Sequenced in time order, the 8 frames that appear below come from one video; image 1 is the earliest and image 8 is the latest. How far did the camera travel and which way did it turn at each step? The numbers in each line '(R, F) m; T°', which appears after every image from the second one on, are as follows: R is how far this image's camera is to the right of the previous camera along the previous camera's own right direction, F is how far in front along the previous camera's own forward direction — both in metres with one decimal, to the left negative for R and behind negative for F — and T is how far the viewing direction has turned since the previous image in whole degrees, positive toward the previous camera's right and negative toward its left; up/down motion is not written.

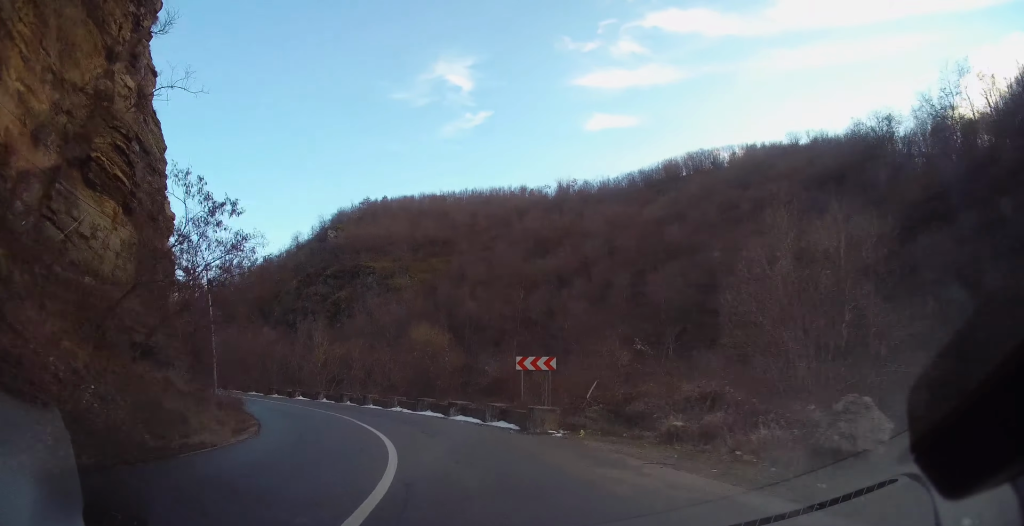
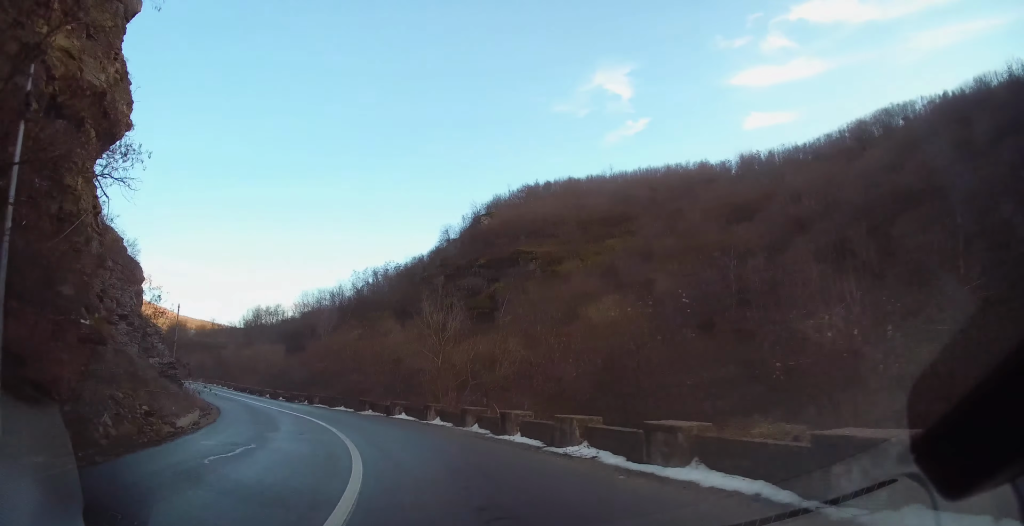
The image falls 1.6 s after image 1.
(-3.3, +19.4) m; -22°
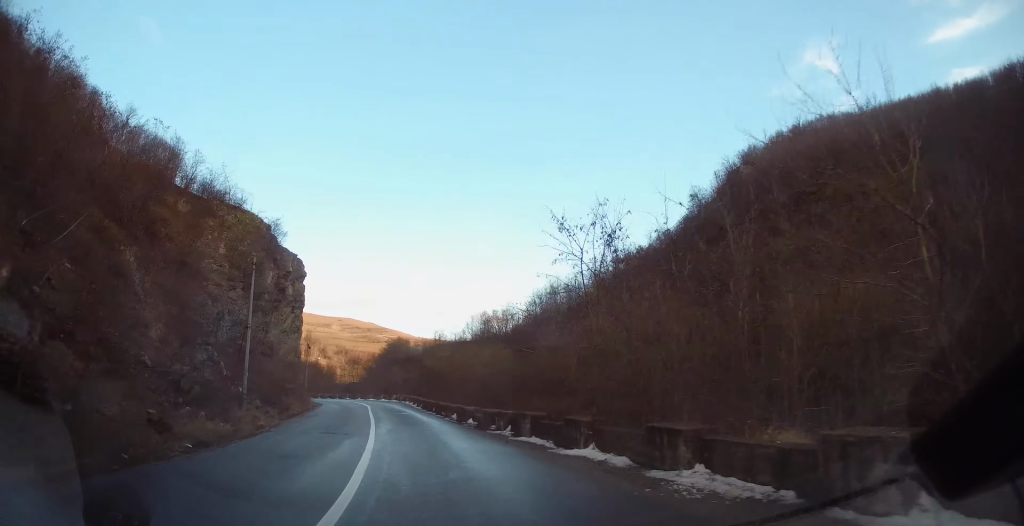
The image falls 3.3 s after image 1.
(-4.4, +21.9) m; -21°
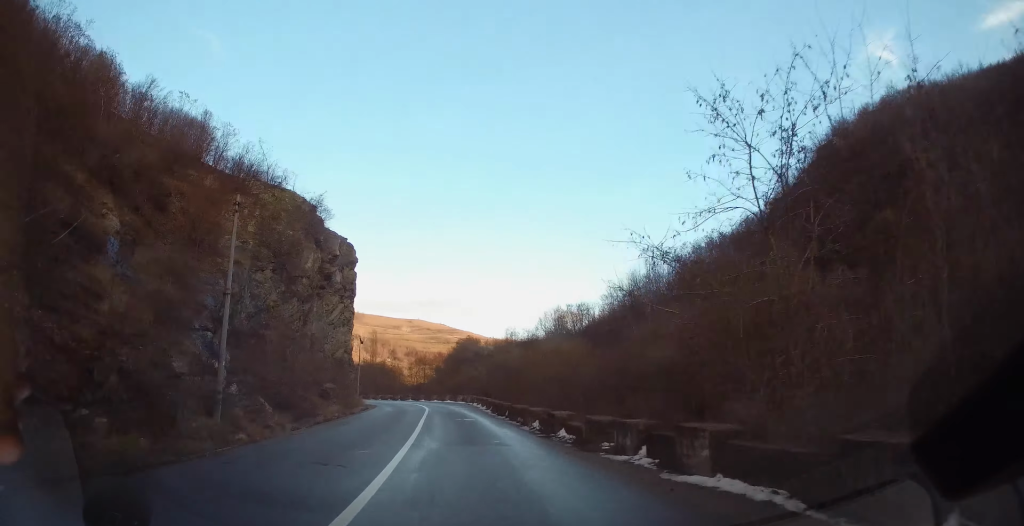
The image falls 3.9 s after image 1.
(-0.6, +8.1) m; -4°
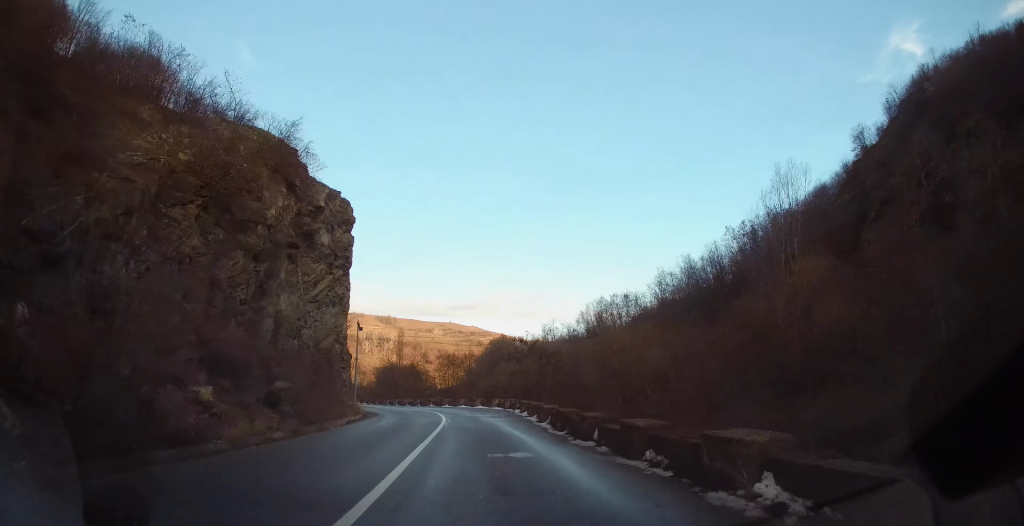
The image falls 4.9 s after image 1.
(-0.7, +14.7) m; -3°
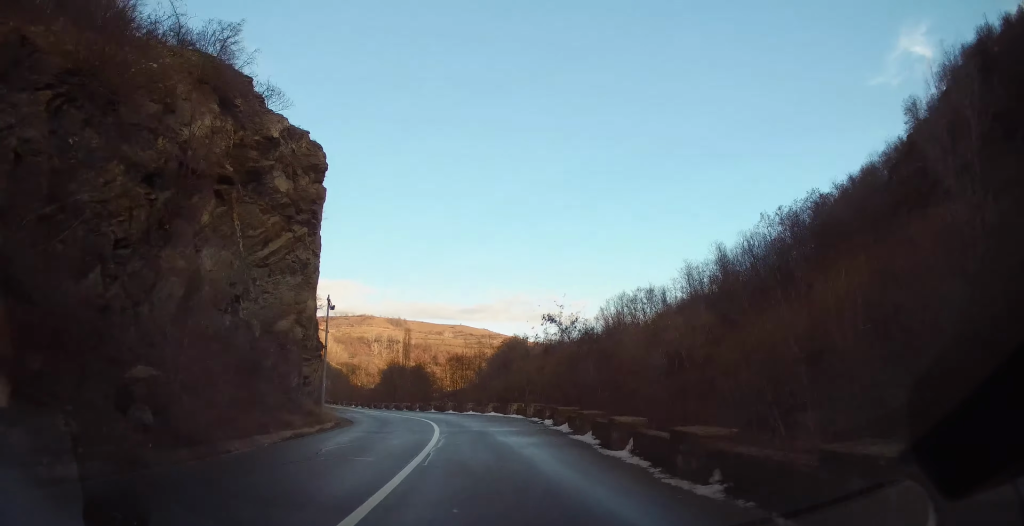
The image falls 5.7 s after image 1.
(0.0, +10.8) m; -2°
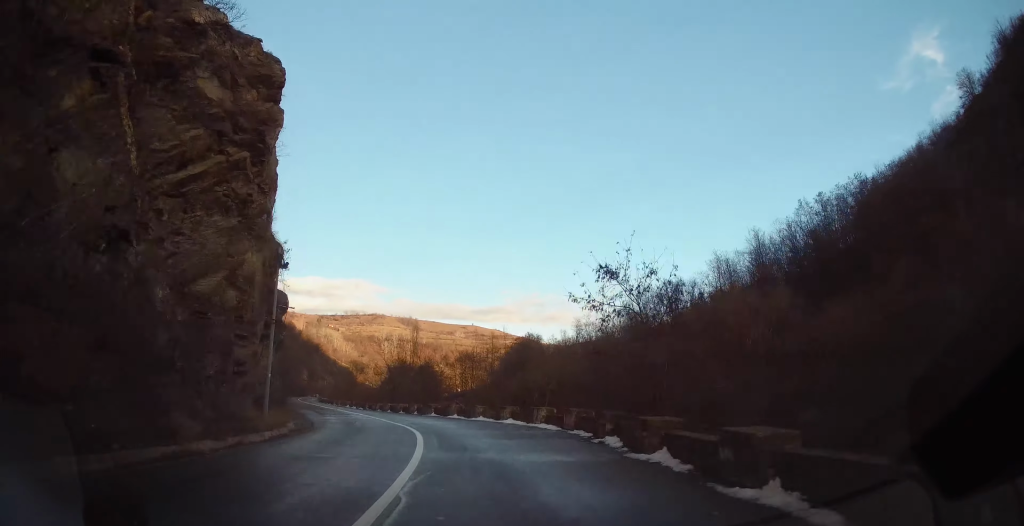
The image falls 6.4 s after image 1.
(+0.2, +9.4) m; -3°
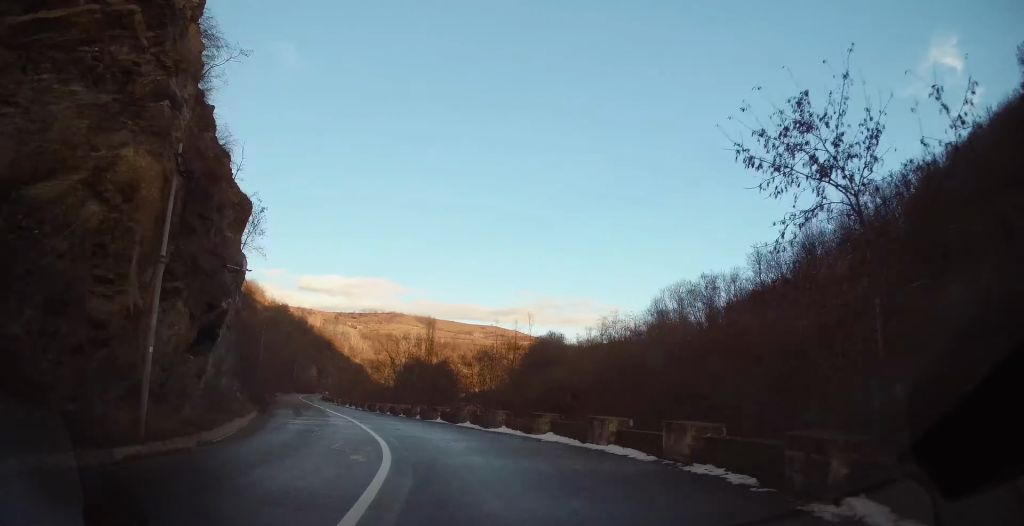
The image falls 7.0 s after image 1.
(-0.7, +9.1) m; -6°
